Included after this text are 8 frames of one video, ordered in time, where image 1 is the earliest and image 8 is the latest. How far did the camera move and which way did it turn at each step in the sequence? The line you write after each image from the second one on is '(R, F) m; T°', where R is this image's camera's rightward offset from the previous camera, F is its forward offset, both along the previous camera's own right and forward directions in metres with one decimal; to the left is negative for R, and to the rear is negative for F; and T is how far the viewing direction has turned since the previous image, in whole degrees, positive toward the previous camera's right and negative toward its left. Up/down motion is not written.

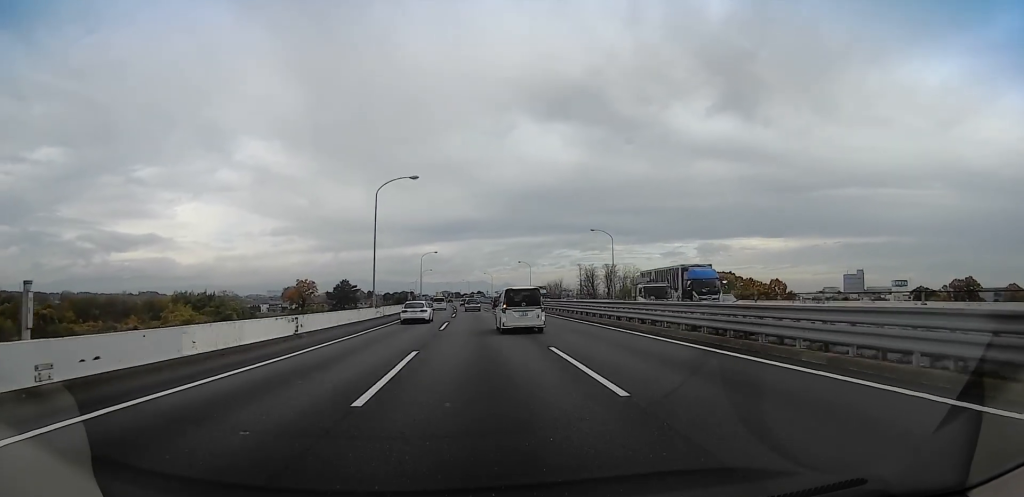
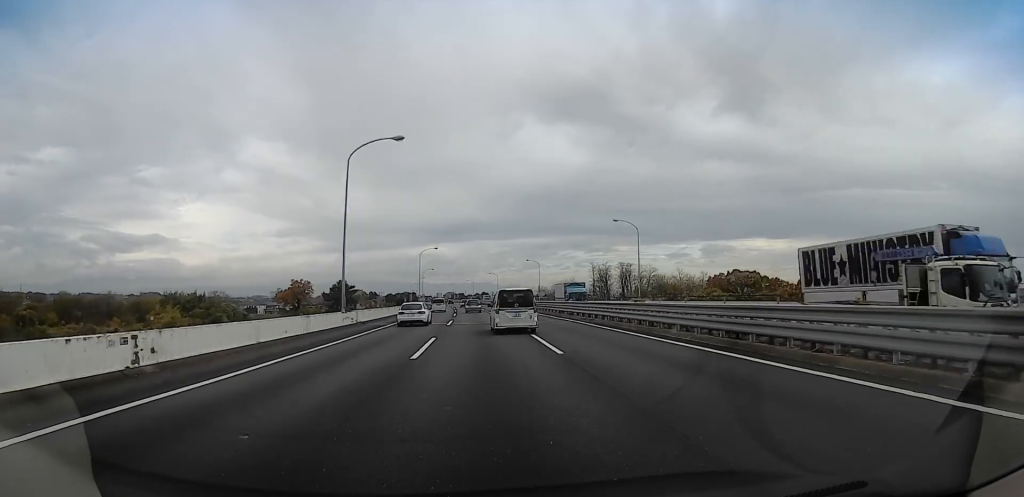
(+0.6, +13.0) m; +1°
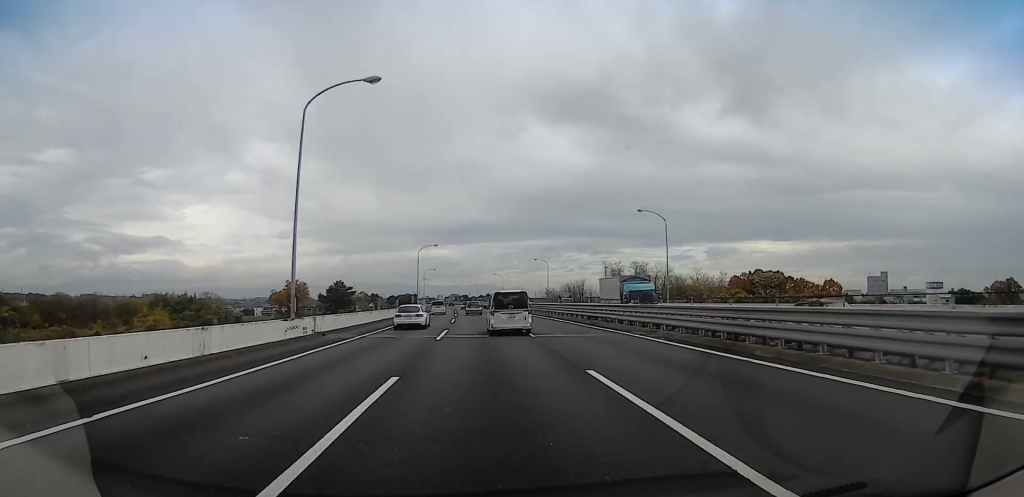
(+0.6, +11.3) m; +1°
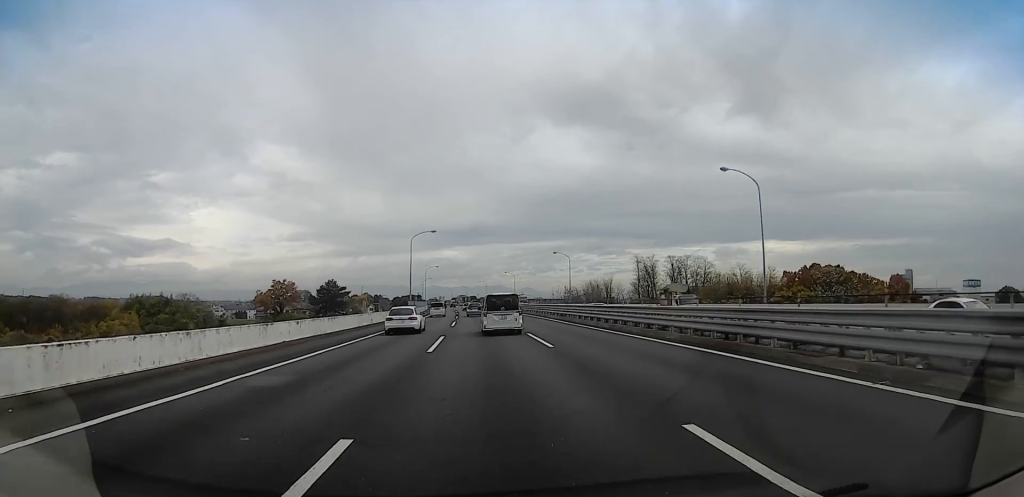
(-0.1, +24.5) m; -2°
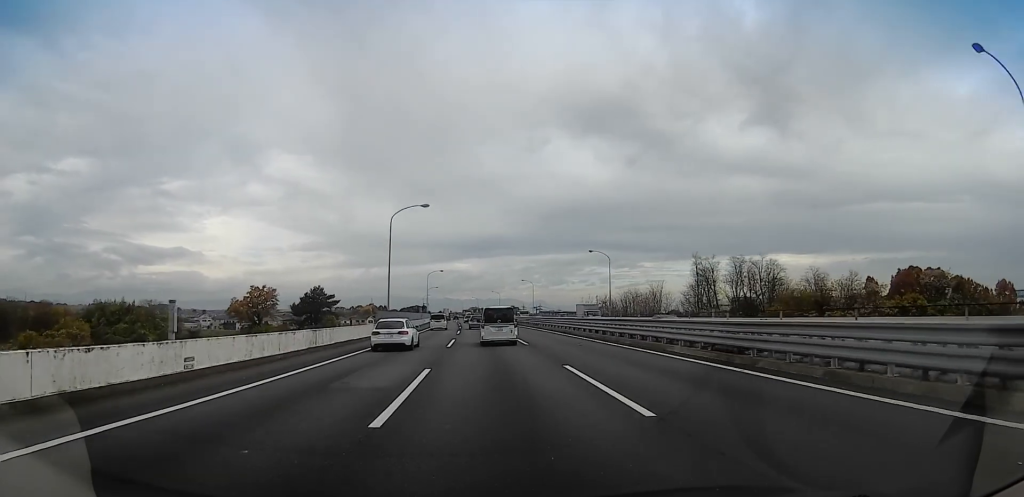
(-1.0, +31.1) m; -3°
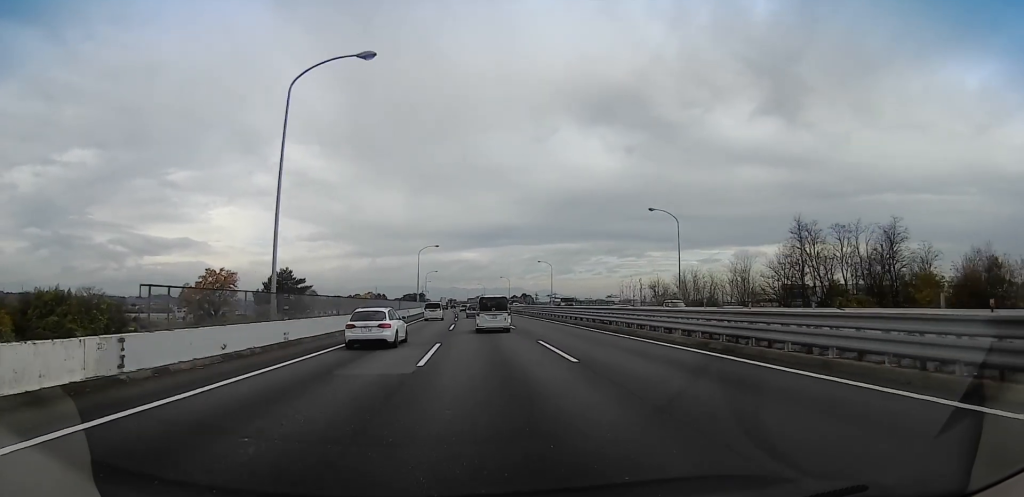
(-0.4, +35.0) m; -1°
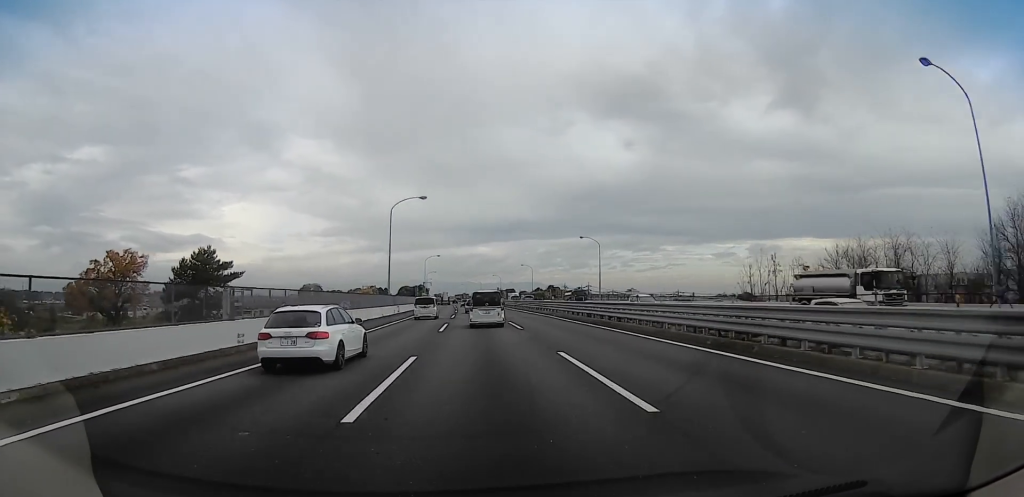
(+0.1, +46.5) m; 0°
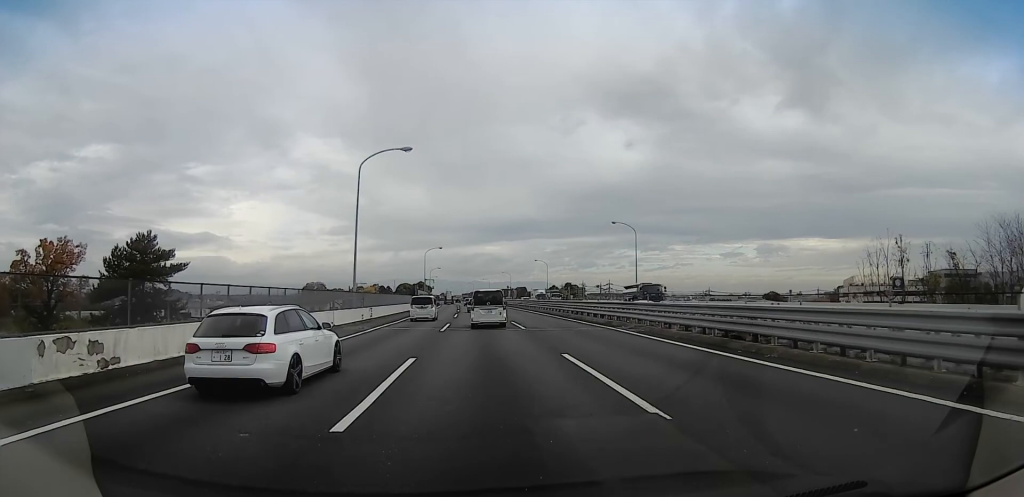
(-0.4, +20.2) m; 0°
